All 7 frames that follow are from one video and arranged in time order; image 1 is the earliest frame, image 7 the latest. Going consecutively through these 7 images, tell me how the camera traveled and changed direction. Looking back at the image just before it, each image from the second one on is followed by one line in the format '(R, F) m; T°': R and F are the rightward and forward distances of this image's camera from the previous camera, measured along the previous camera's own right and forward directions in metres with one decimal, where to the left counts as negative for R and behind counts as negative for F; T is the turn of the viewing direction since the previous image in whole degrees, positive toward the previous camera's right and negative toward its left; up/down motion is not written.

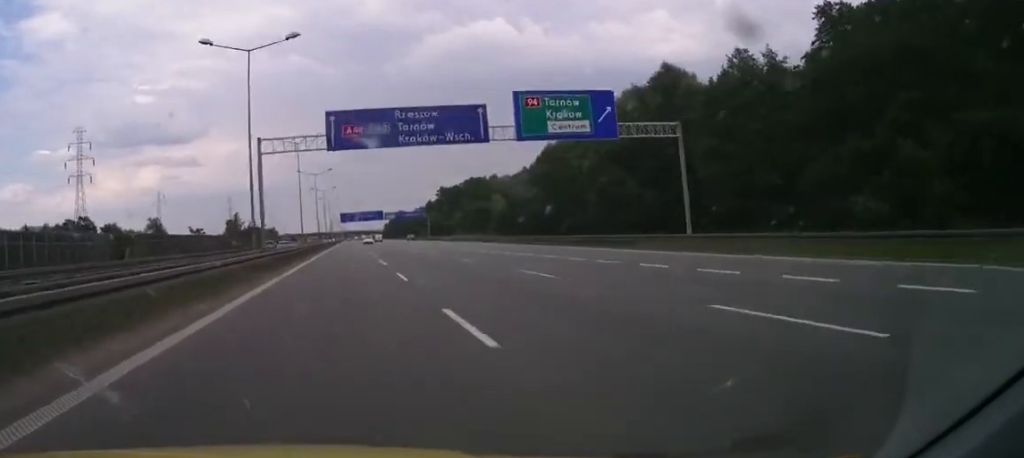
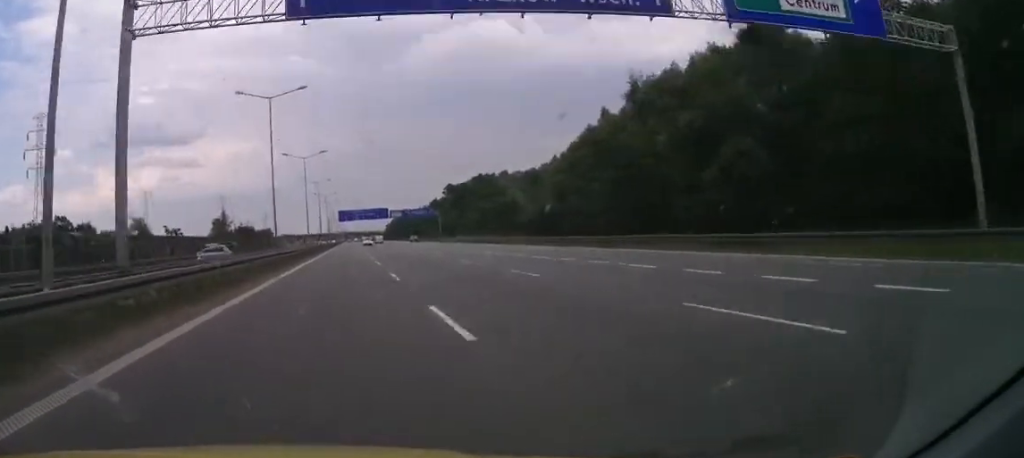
(+0.1, +23.9) m; 0°
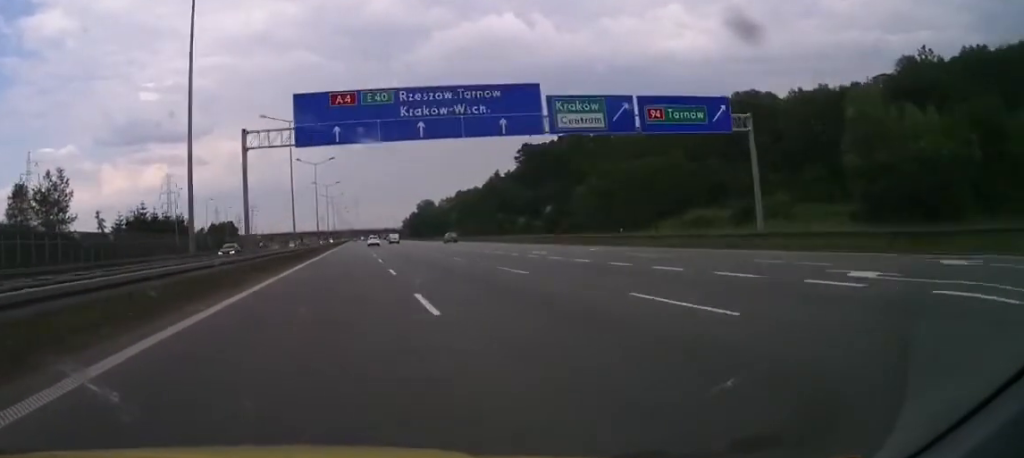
(-0.7, +129.7) m; 0°
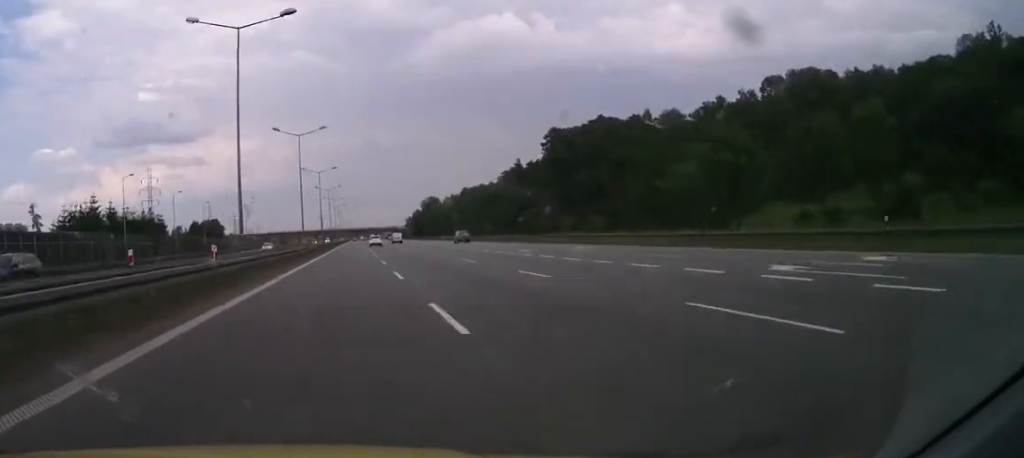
(0.0, +26.0) m; 0°
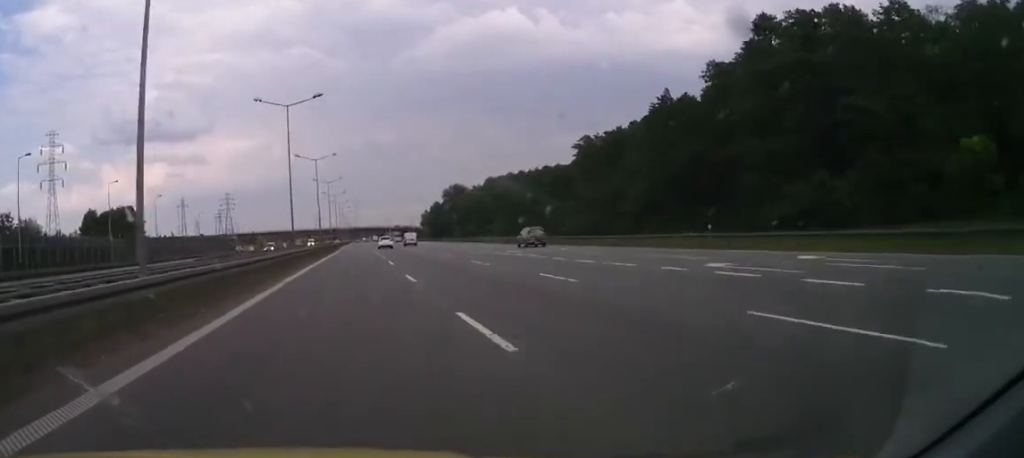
(-0.8, +84.8) m; -1°
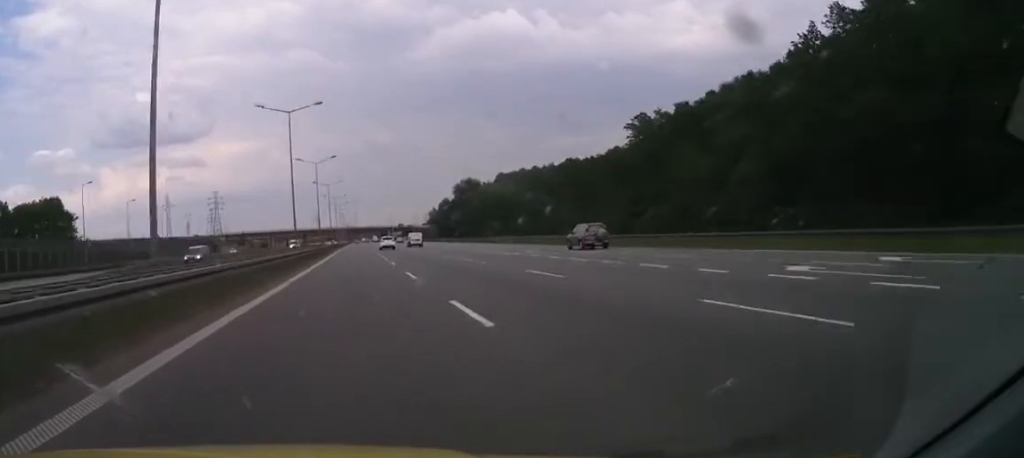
(0.0, +34.1) m; 0°
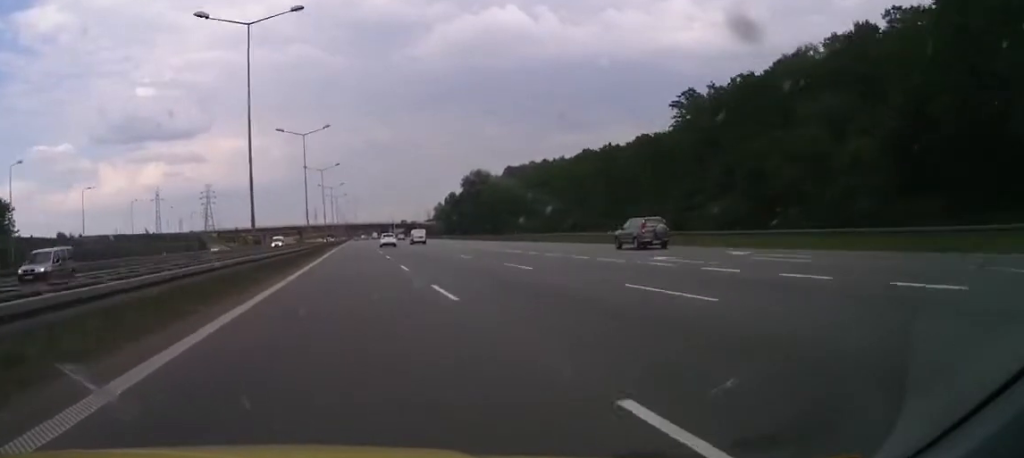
(0.0, +20.4) m; 0°
